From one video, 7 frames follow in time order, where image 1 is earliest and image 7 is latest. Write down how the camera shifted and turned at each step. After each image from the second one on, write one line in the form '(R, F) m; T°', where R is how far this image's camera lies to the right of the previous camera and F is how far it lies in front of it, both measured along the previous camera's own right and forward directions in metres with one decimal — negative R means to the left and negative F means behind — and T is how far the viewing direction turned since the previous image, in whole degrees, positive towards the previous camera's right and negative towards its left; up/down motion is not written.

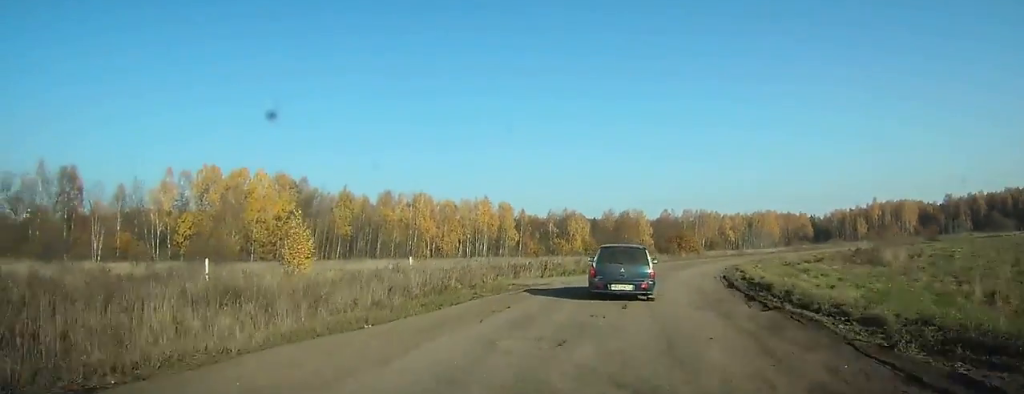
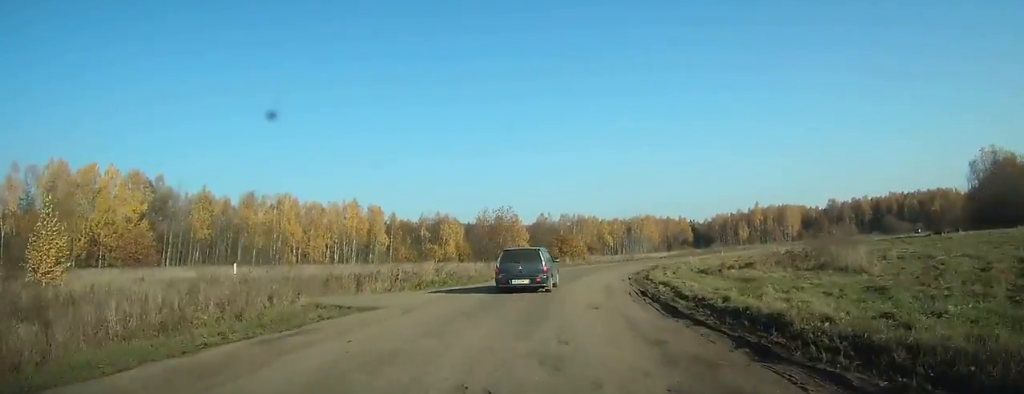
(+0.3, +9.6) m; +3°
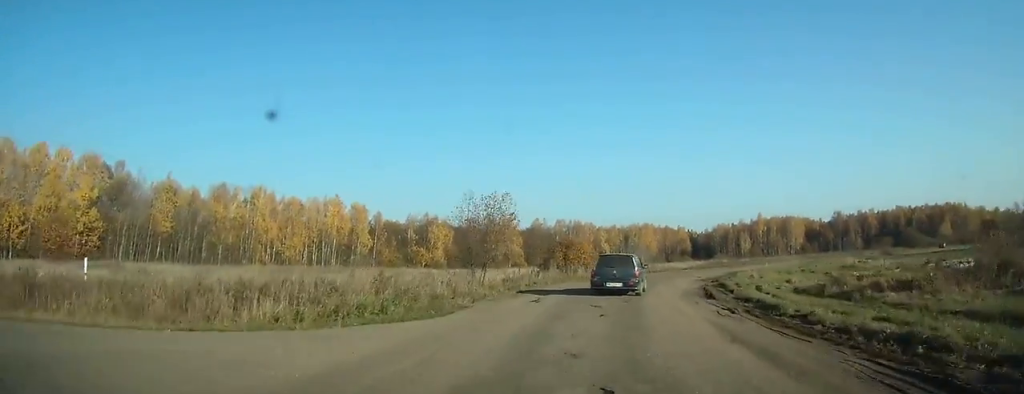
(+0.2, +12.1) m; +1°
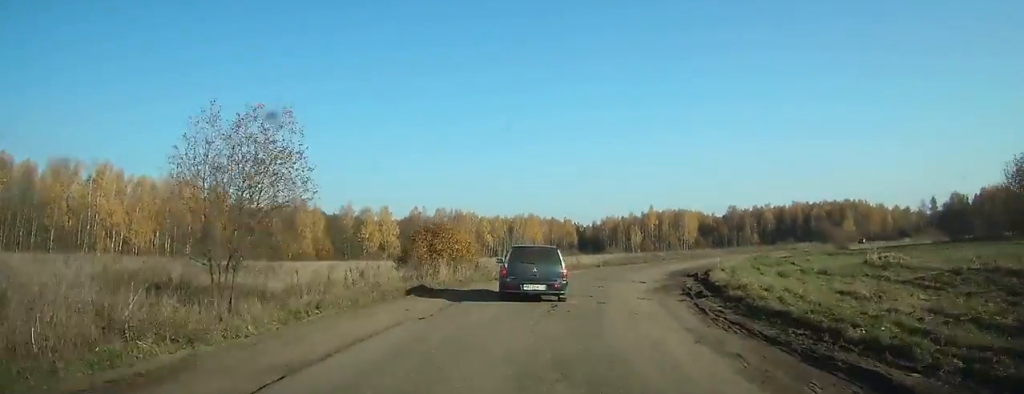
(+0.1, +12.5) m; +5°
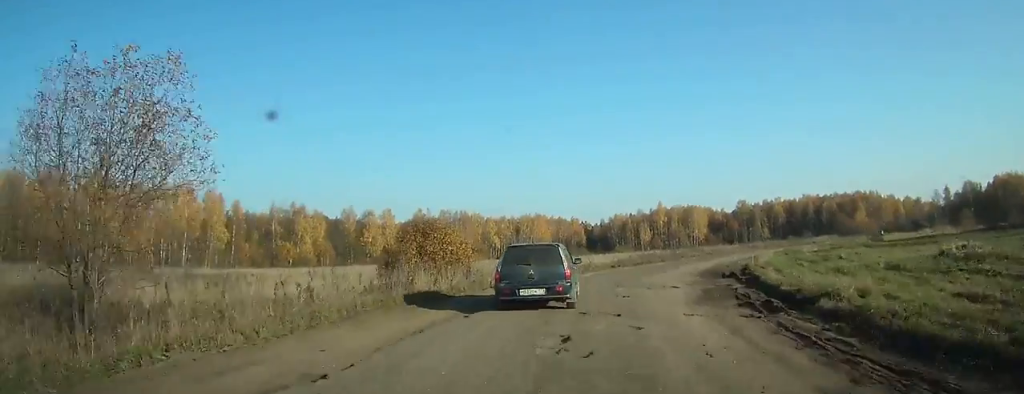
(+0.4, +4.6) m; +3°
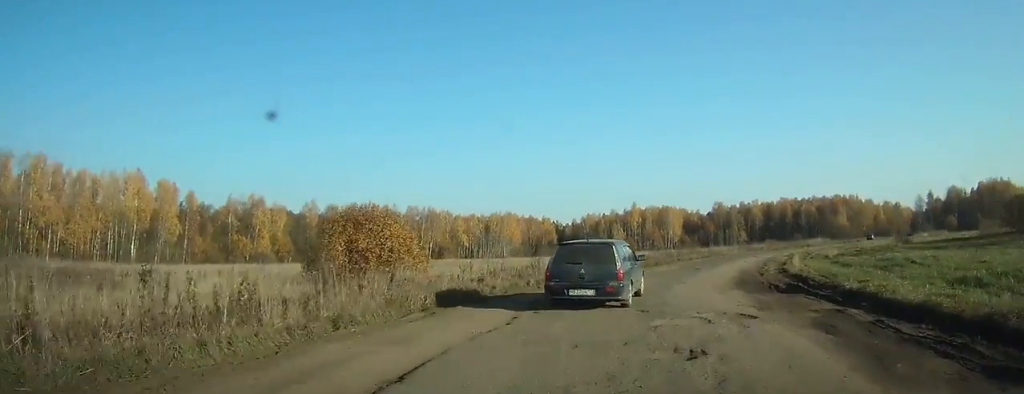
(+0.5, +9.8) m; +6°
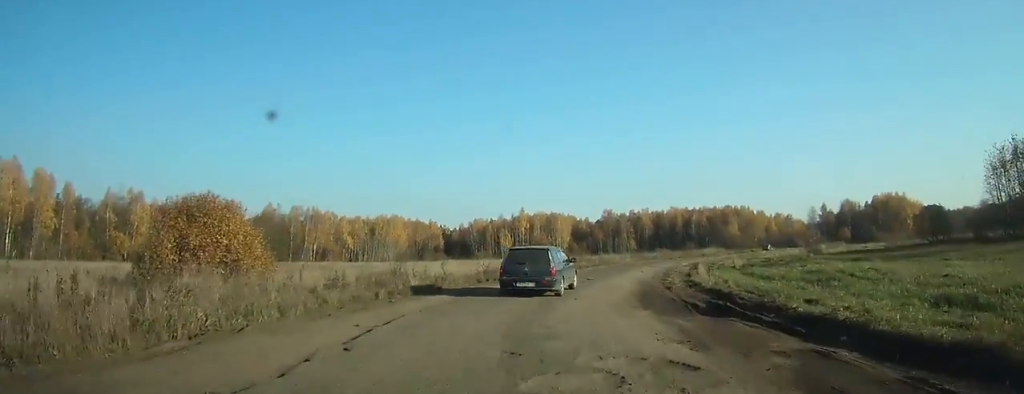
(+0.2, +6.8) m; +4°
